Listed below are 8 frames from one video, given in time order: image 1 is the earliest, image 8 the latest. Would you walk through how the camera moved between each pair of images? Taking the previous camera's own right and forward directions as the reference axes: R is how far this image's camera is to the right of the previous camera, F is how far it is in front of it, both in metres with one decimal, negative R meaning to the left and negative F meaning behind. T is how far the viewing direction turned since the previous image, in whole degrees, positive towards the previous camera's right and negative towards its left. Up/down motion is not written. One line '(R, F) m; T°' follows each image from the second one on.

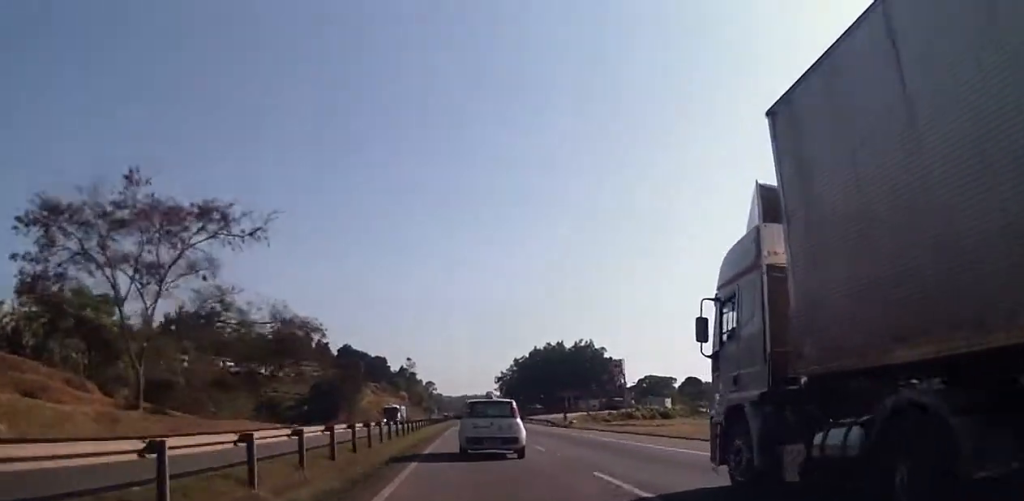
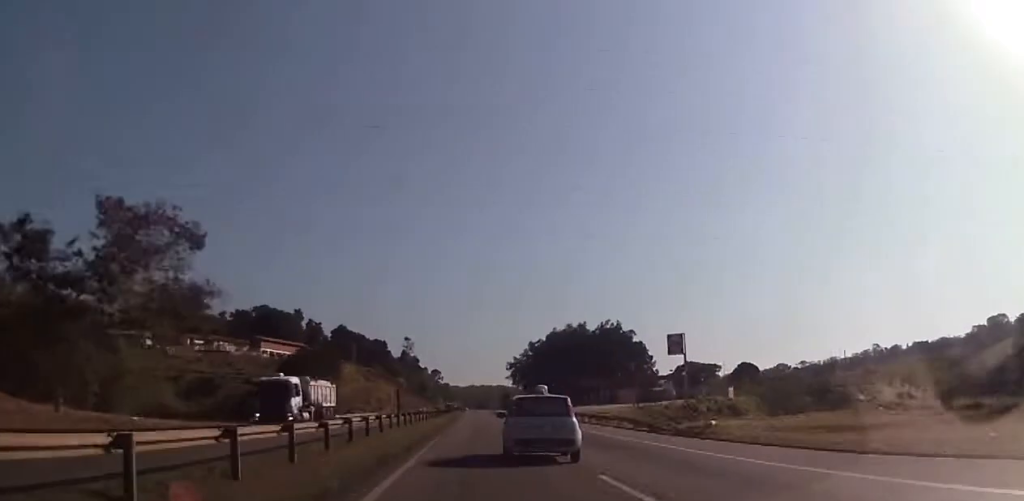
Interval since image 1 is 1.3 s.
(+0.7, +36.4) m; 0°
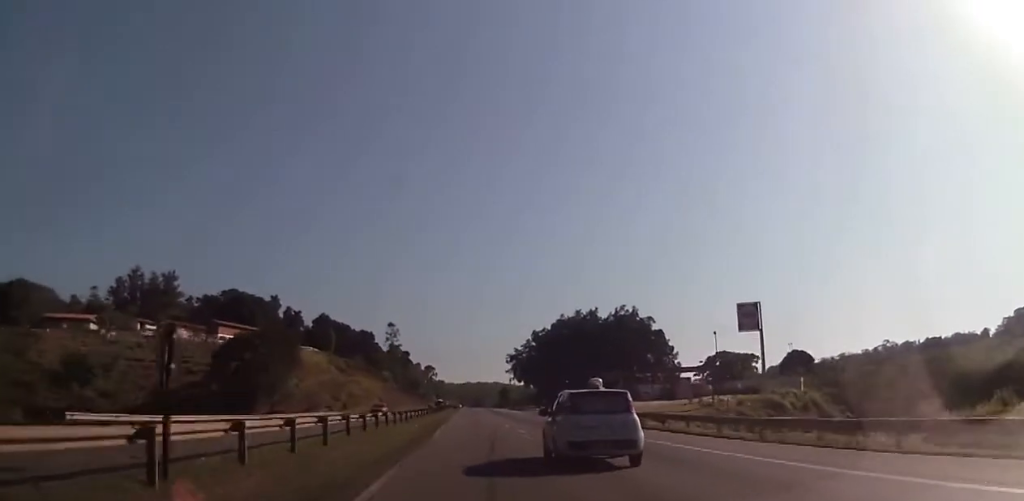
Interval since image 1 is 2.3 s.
(-0.7, +29.7) m; -2°
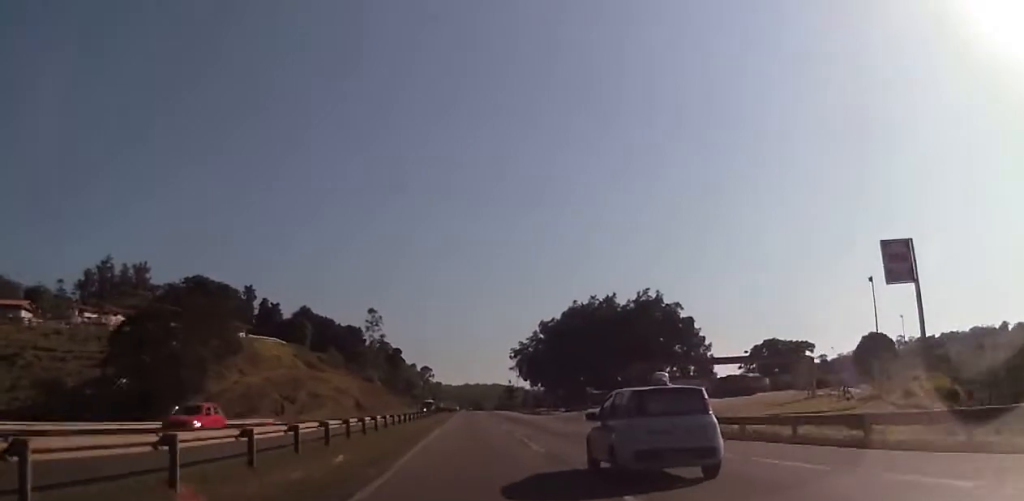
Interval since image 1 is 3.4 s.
(-0.1, +30.5) m; +1°
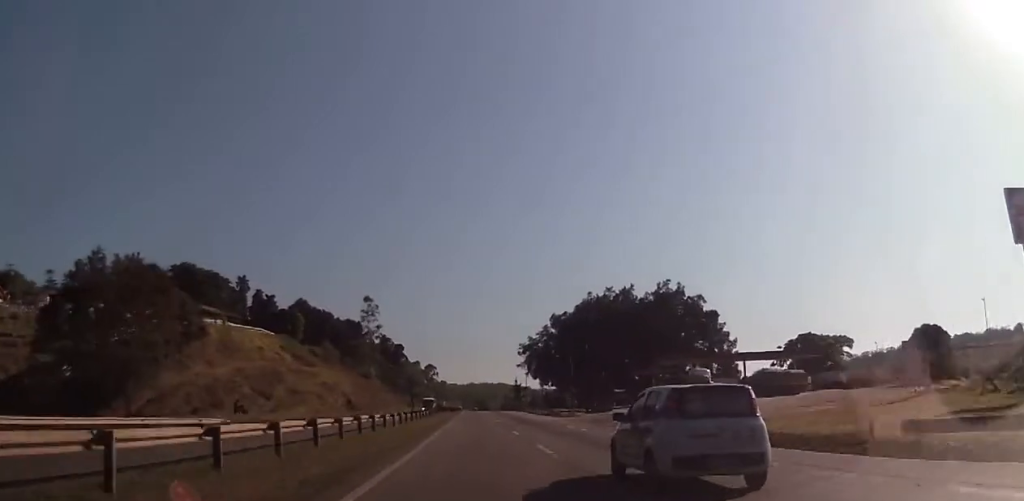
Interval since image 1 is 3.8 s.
(+0.2, +14.1) m; 0°
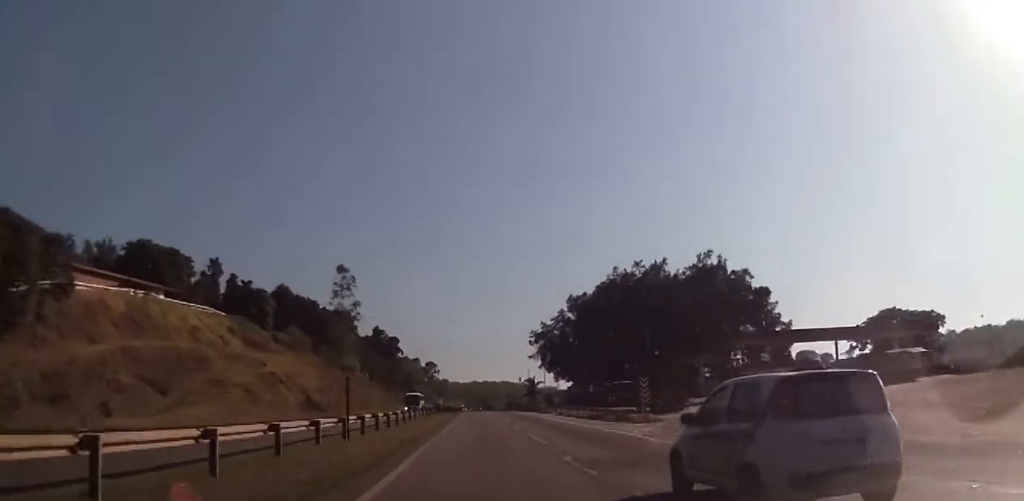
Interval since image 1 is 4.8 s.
(+0.1, +28.4) m; 0°
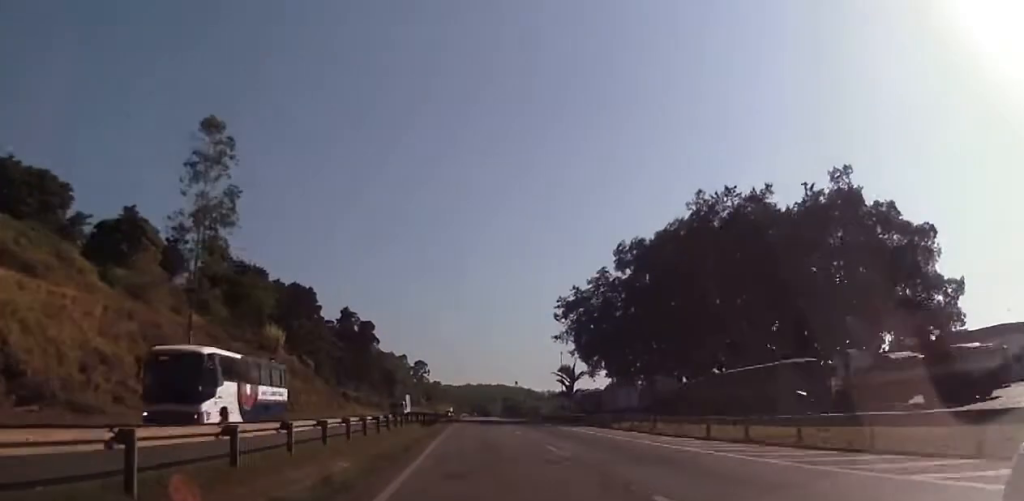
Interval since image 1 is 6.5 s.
(-0.3, +55.1) m; 0°
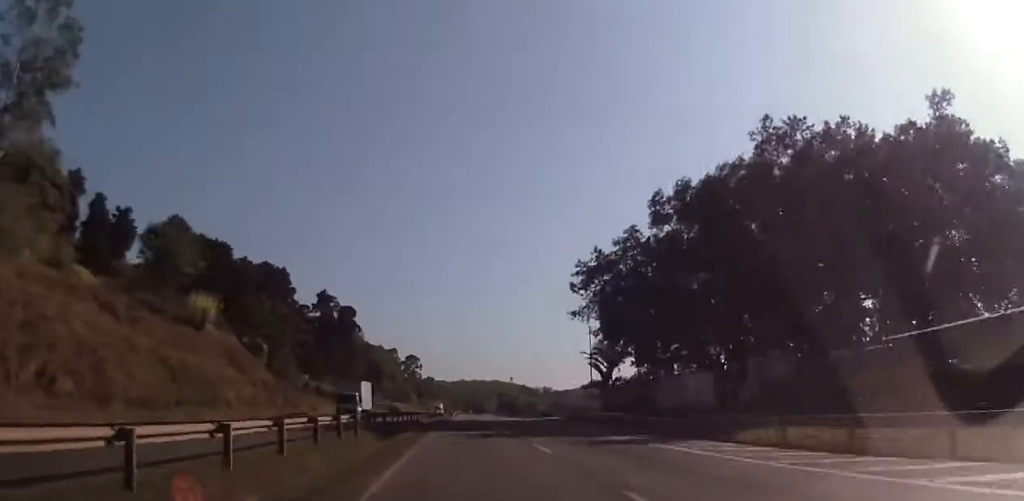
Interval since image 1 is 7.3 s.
(-0.2, +23.3) m; +1°
